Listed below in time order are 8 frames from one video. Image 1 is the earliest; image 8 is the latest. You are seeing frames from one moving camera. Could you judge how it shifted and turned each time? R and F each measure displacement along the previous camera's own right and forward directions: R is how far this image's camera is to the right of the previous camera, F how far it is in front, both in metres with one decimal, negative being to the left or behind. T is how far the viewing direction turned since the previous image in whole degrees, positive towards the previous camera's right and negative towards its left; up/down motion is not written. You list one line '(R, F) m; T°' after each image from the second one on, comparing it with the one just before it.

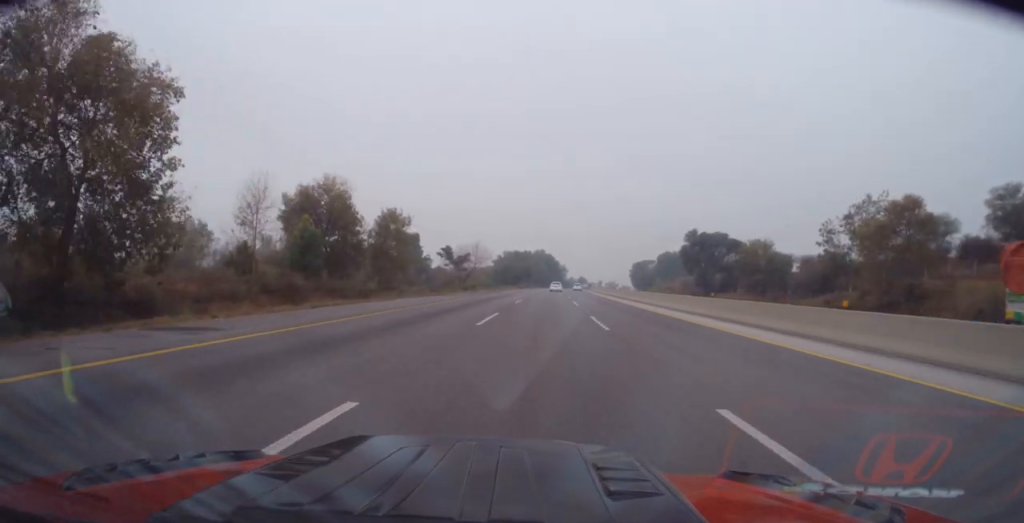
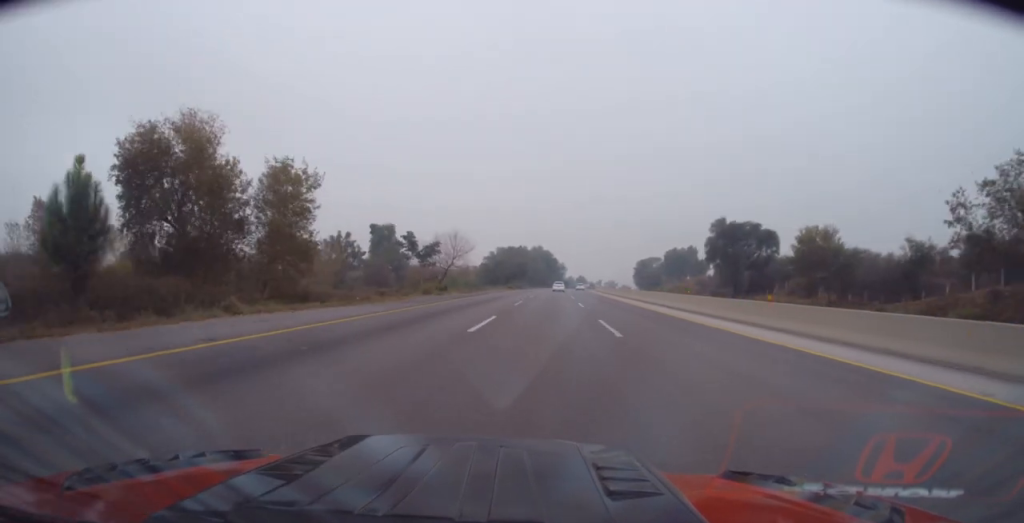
(-0.1, +20.3) m; 0°
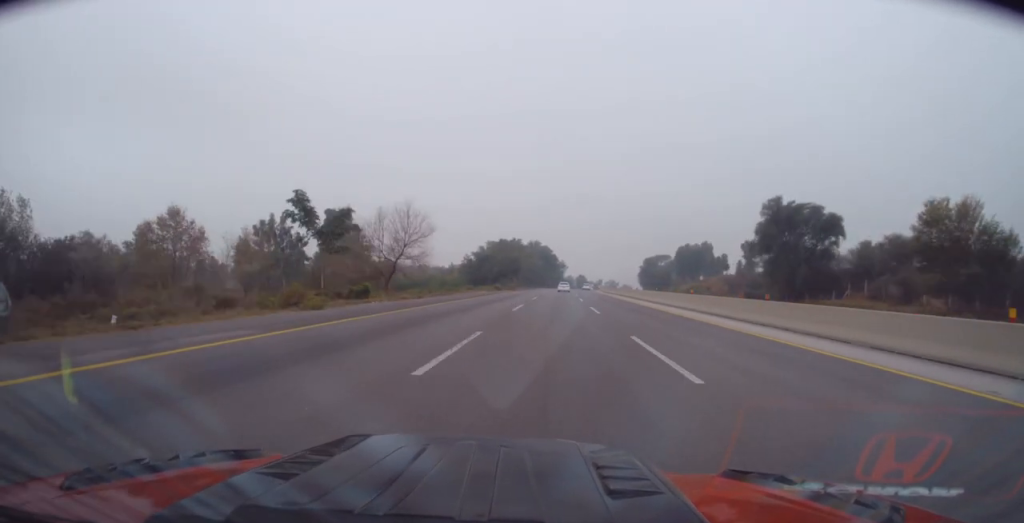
(+0.2, +24.9) m; +1°
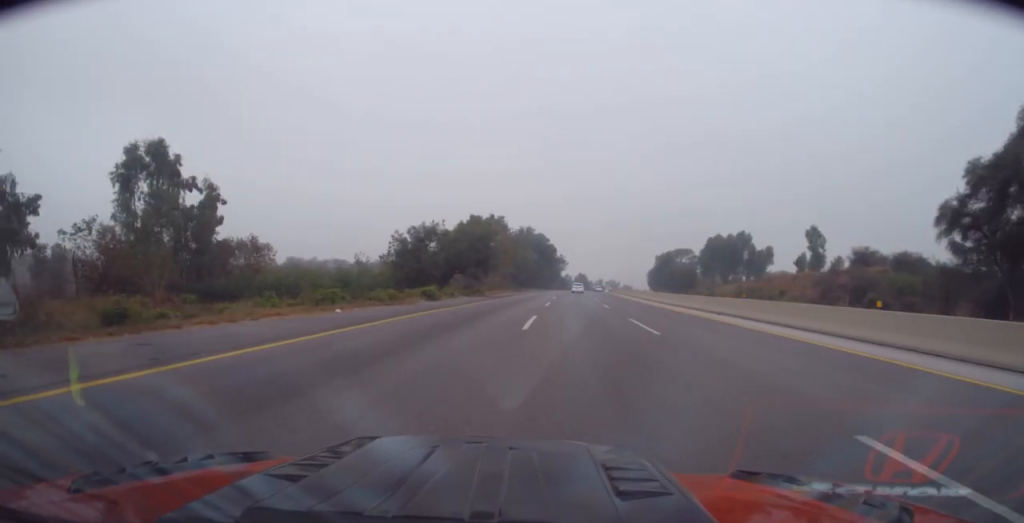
(+0.3, +45.7) m; +1°
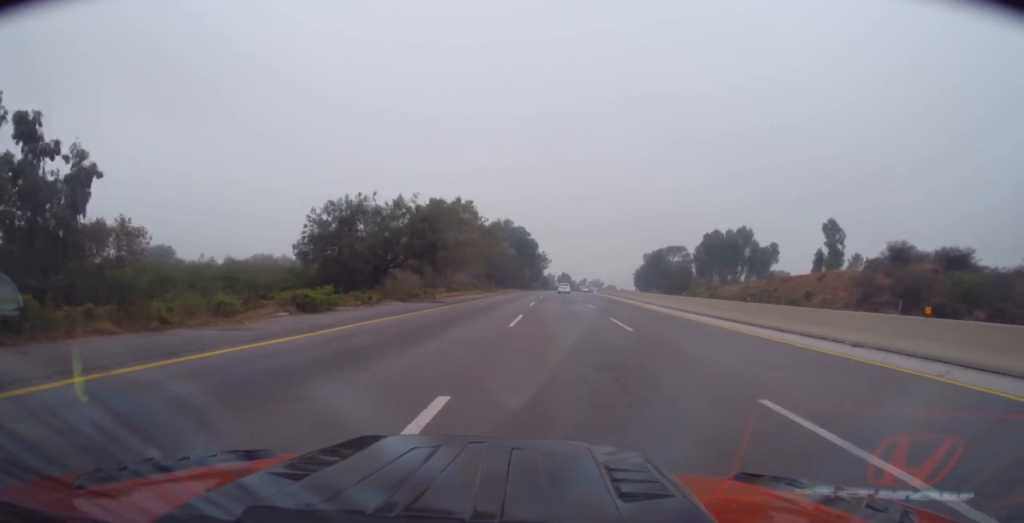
(+0.1, +16.3) m; +1°
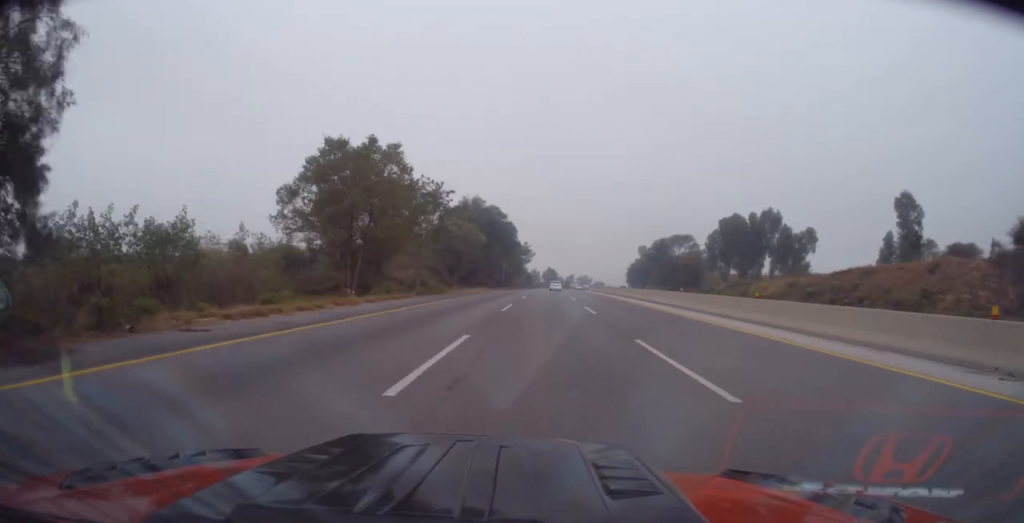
(+0.2, +29.4) m; +1°
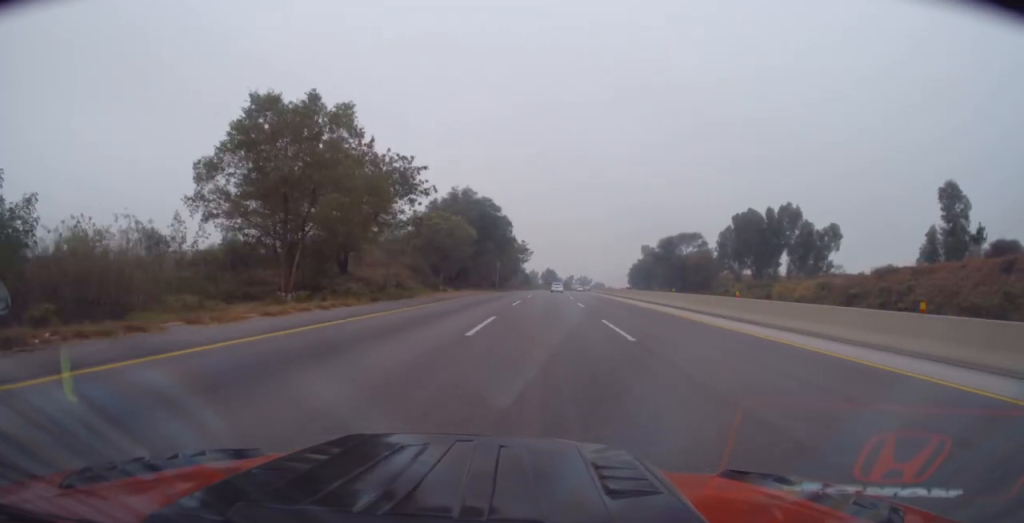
(-0.1, +10.8) m; 0°
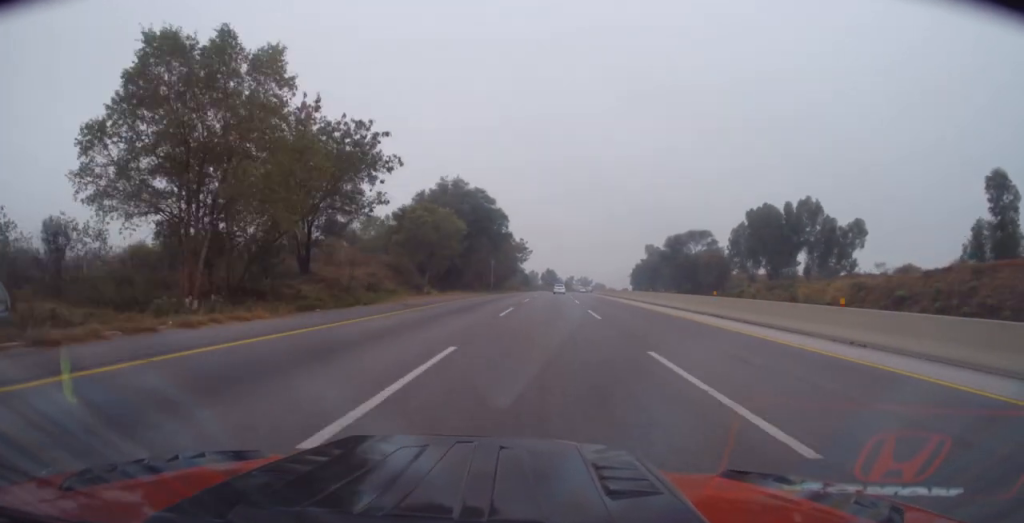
(+0.2, +9.2) m; 0°
